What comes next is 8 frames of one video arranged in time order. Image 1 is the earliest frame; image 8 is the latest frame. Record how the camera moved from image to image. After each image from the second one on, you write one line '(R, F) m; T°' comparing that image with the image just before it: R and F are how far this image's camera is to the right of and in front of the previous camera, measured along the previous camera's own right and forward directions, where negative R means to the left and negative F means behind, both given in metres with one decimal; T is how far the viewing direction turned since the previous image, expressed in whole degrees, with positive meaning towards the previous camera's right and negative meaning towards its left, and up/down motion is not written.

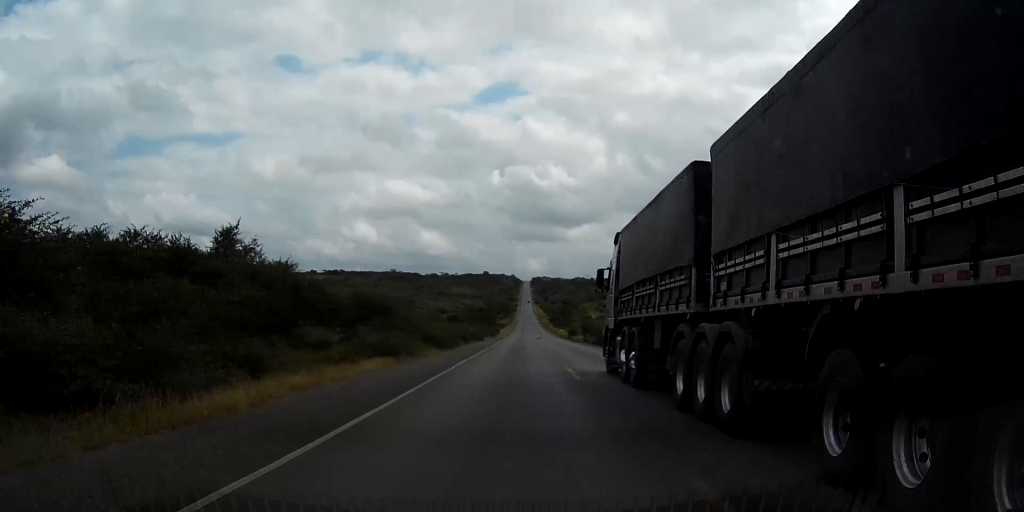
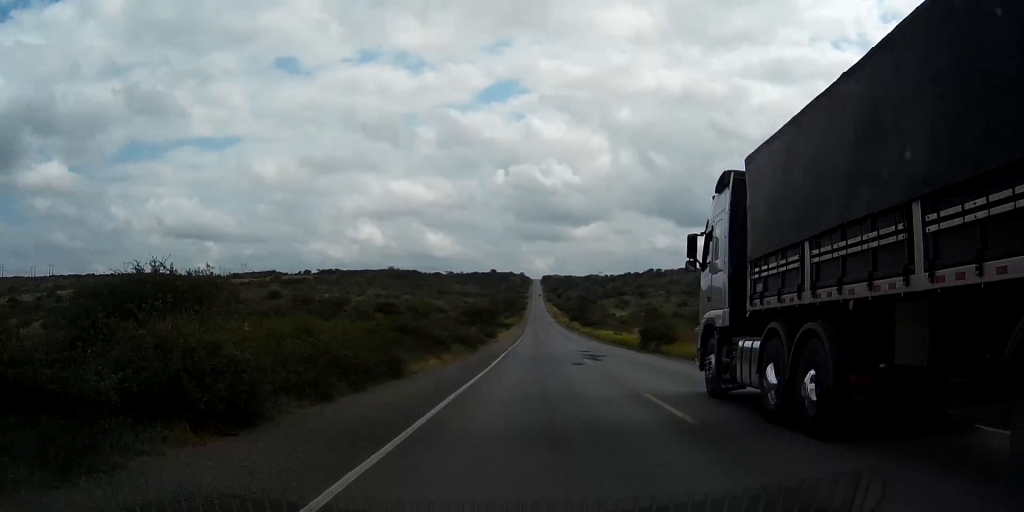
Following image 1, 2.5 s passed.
(-0.6, +57.6) m; -1°
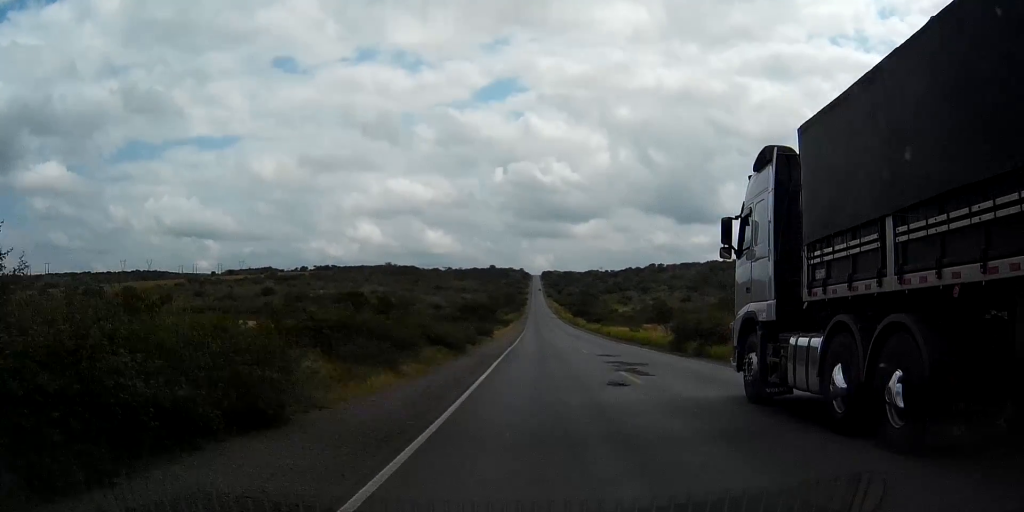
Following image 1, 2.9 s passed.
(0.0, +10.4) m; 0°
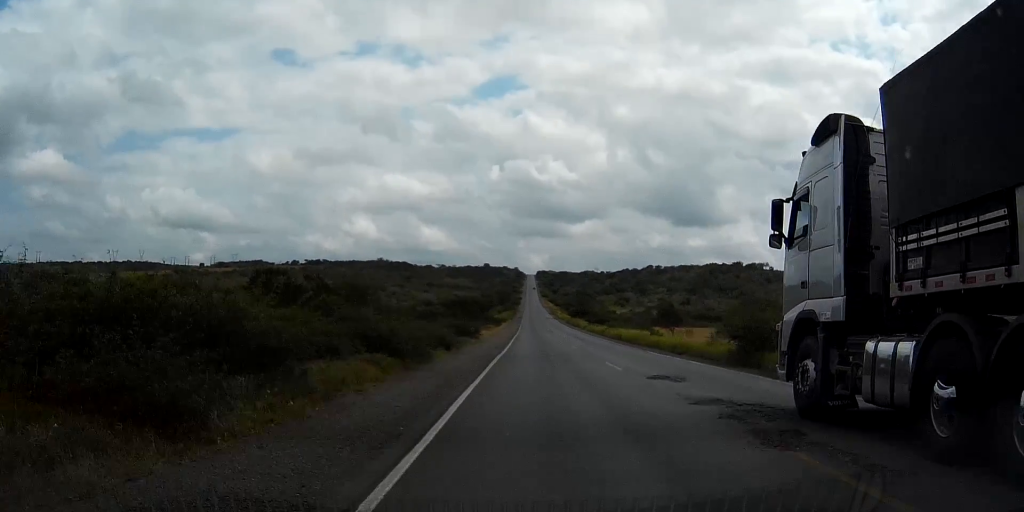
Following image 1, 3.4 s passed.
(0.0, +12.3) m; 0°
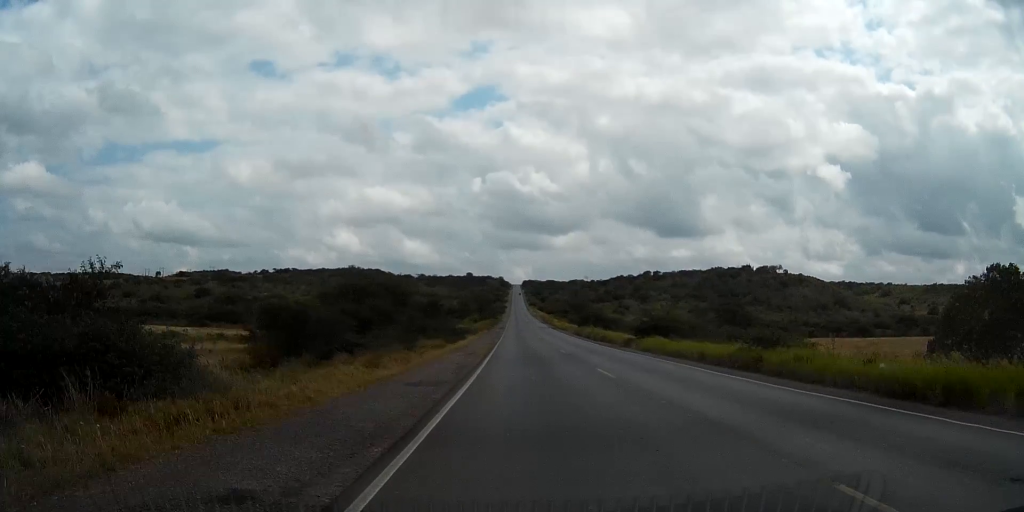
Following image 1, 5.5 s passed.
(+0.7, +51.8) m; +1°
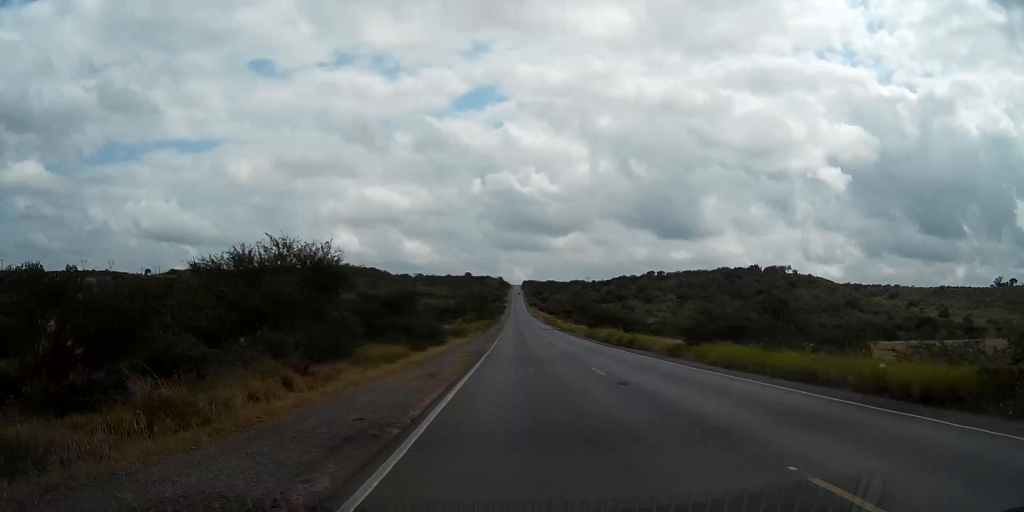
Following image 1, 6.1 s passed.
(0.0, +15.8) m; 0°
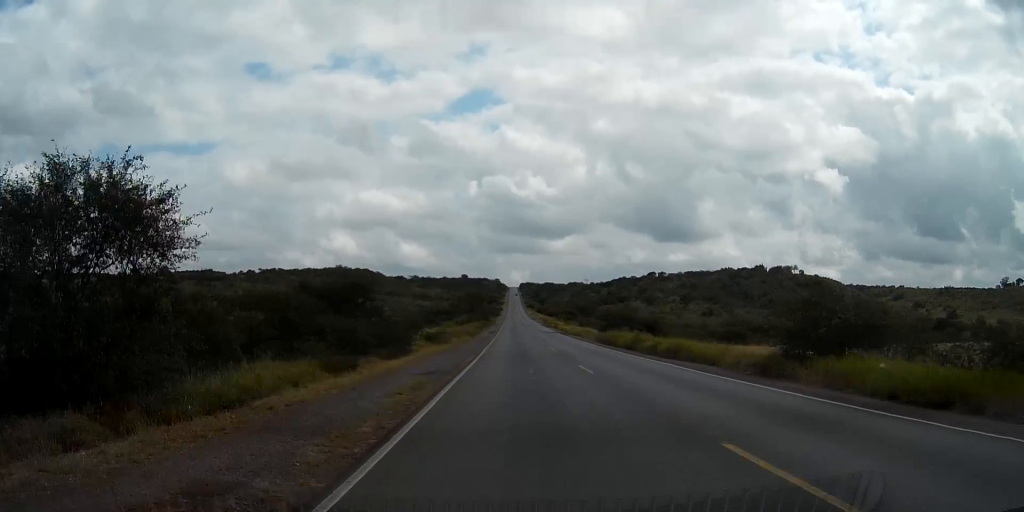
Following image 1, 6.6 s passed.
(0.0, +14.3) m; 0°
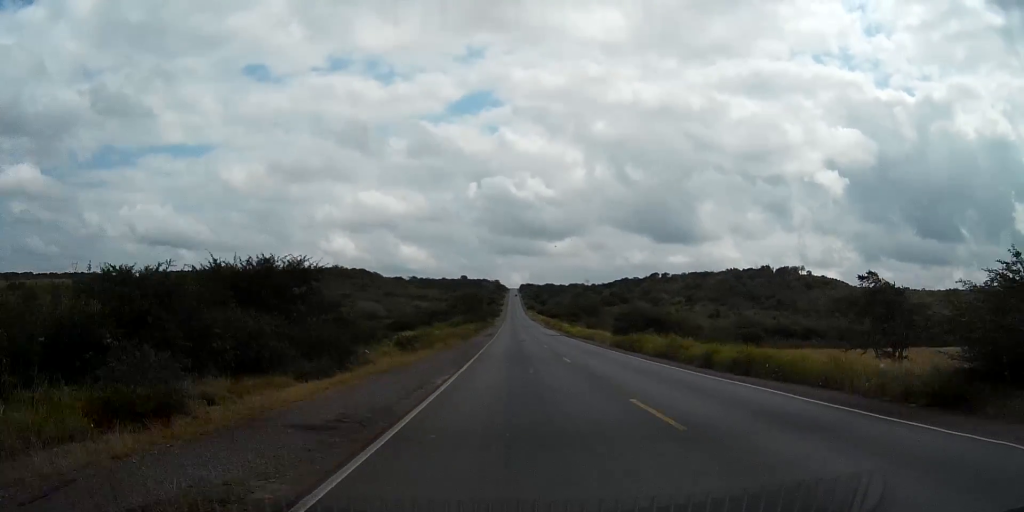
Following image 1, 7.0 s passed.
(0.0, +10.7) m; 0°
